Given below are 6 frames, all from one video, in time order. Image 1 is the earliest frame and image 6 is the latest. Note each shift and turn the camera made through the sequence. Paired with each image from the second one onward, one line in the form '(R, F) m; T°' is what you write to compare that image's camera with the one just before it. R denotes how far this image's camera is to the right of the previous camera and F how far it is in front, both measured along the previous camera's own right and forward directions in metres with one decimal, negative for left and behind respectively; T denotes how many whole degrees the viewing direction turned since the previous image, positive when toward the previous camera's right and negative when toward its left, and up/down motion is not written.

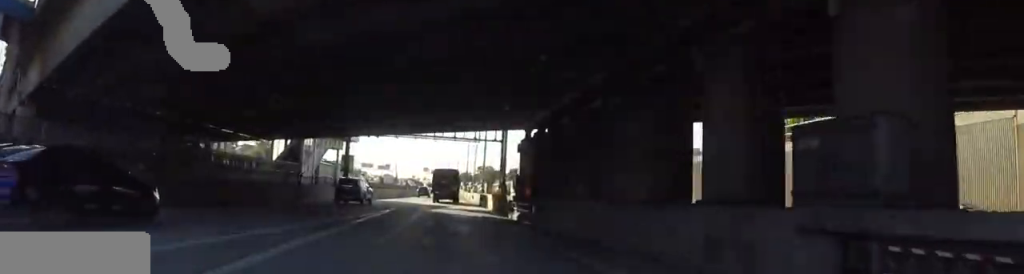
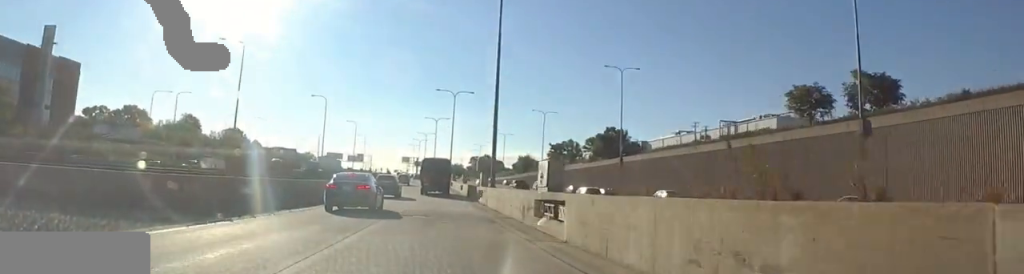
(-1.4, +78.0) m; 0°
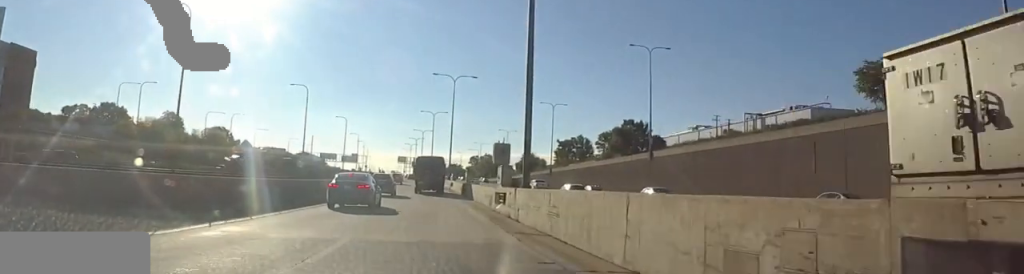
(+0.3, +14.8) m; +1°
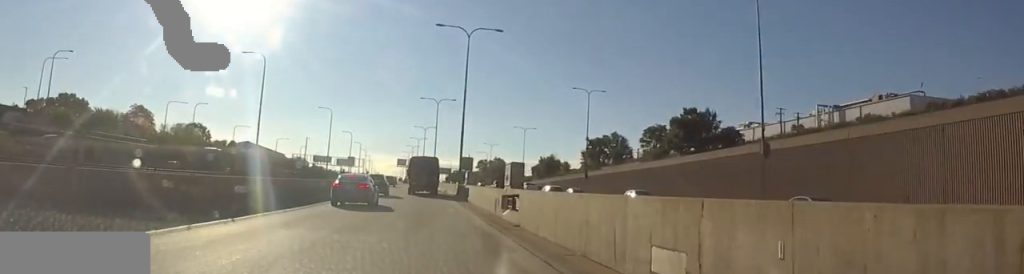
(+0.1, +30.0) m; -2°
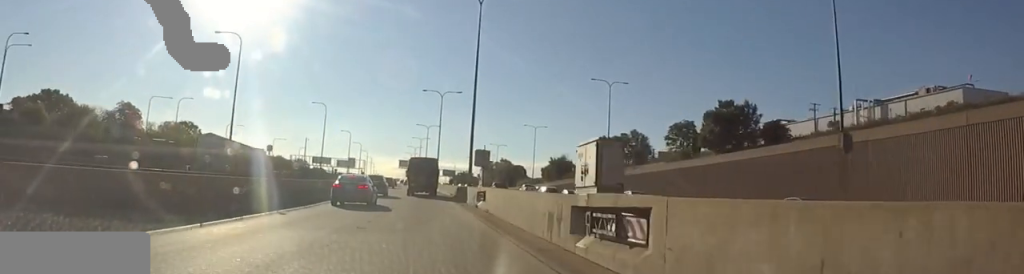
(-0.4, +12.0) m; -2°
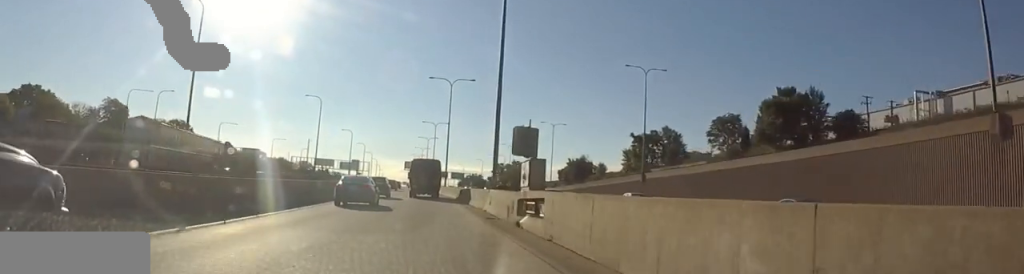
(0.0, +14.6) m; 0°
